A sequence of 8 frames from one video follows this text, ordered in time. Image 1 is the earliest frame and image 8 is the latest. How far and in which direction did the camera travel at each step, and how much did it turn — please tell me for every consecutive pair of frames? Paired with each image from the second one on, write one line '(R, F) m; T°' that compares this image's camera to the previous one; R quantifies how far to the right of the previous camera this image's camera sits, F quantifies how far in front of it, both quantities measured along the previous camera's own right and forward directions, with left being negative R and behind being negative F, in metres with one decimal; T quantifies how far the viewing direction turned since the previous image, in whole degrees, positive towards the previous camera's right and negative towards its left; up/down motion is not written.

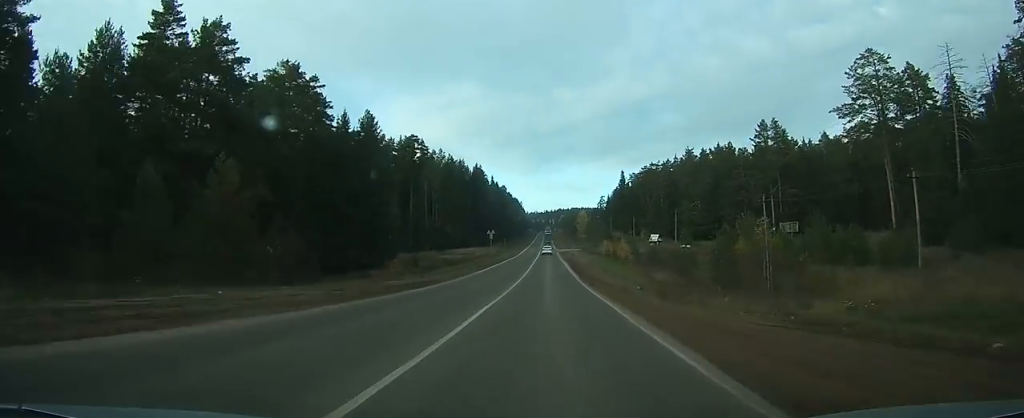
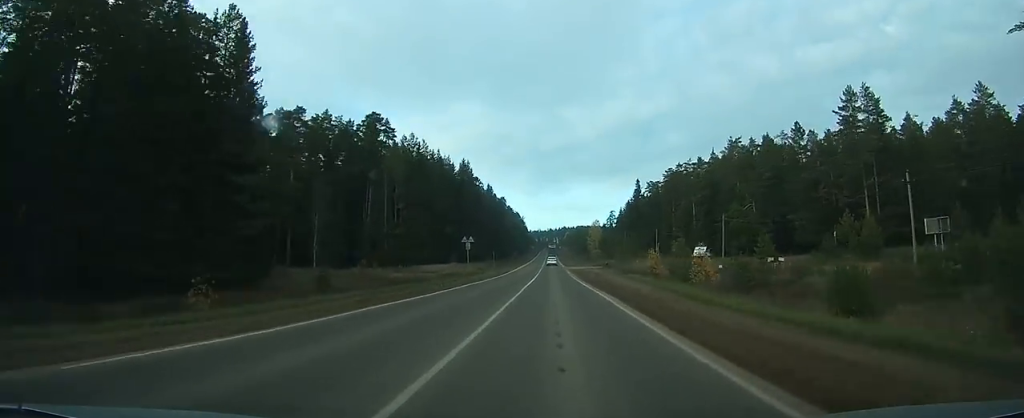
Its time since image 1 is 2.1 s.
(-0.1, +37.9) m; 0°
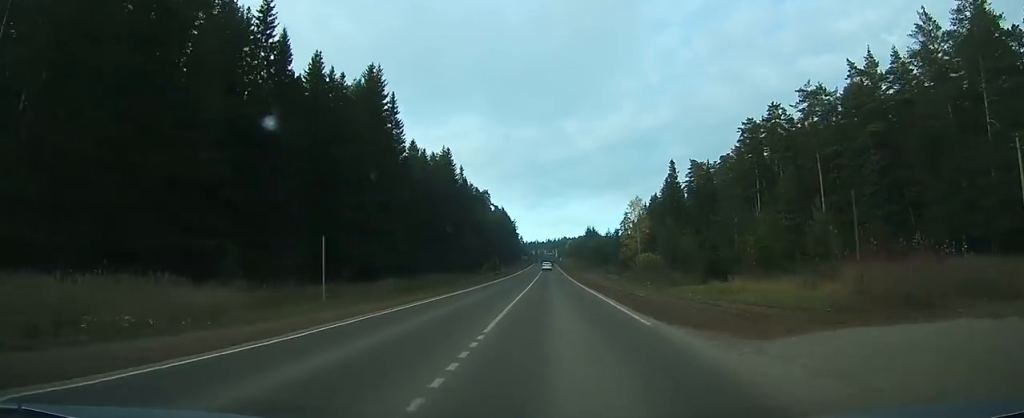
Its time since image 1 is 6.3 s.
(-0.5, +78.1) m; -1°
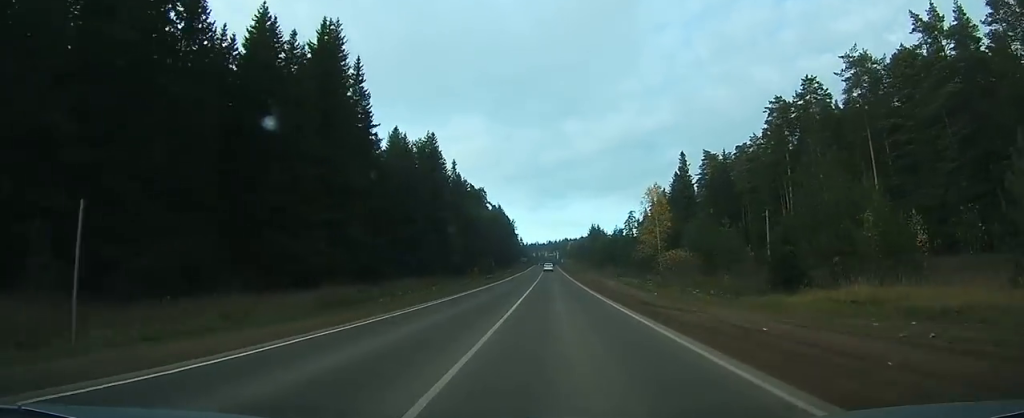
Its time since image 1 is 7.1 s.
(0.0, +14.9) m; 0°
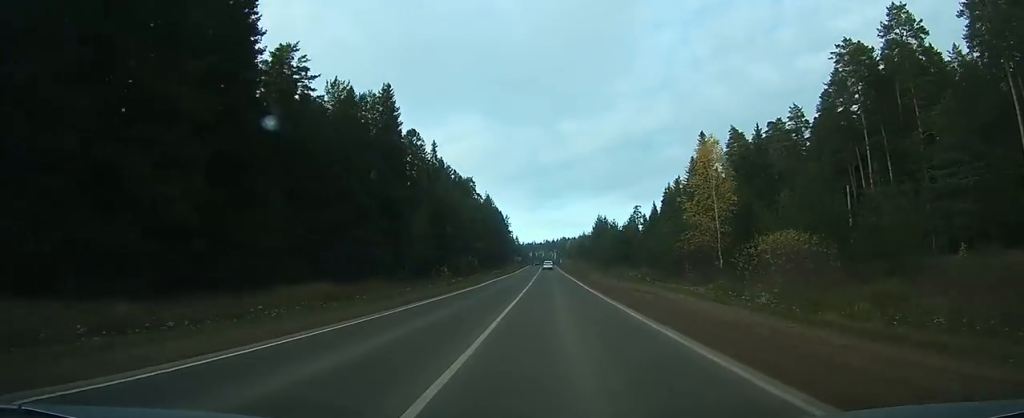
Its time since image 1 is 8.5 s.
(+0.1, +26.2) m; 0°
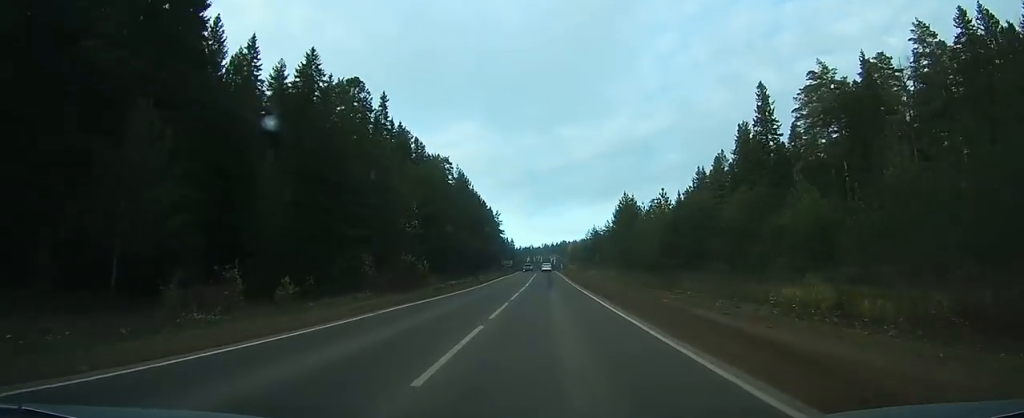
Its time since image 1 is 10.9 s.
(+0.1, +44.7) m; 0°
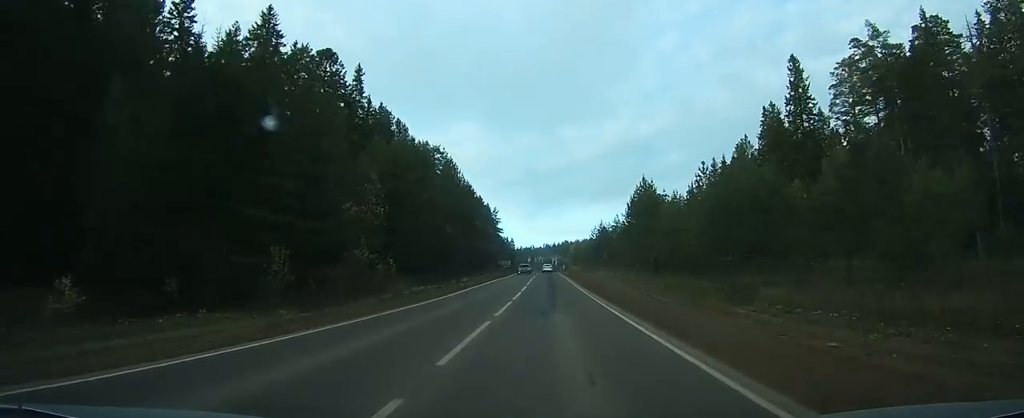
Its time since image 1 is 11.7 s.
(-0.1, +14.8) m; 0°
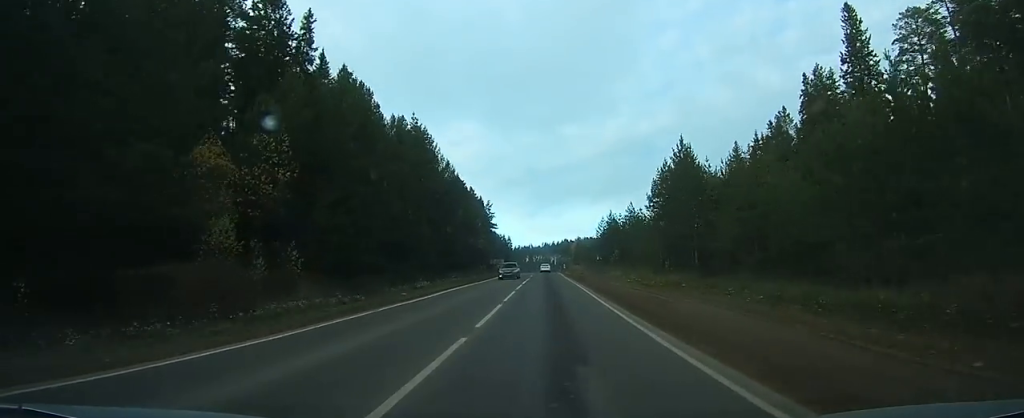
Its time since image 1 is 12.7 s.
(-0.1, +19.7) m; 0°
